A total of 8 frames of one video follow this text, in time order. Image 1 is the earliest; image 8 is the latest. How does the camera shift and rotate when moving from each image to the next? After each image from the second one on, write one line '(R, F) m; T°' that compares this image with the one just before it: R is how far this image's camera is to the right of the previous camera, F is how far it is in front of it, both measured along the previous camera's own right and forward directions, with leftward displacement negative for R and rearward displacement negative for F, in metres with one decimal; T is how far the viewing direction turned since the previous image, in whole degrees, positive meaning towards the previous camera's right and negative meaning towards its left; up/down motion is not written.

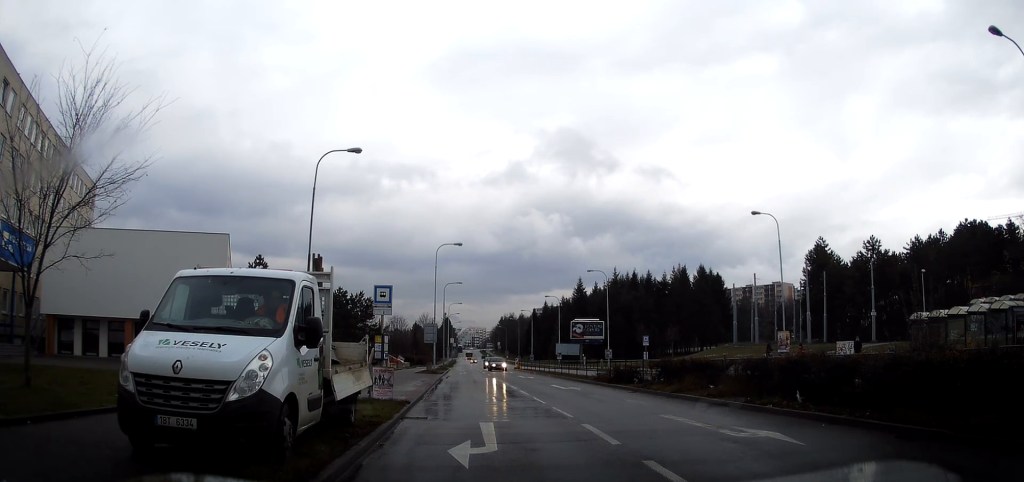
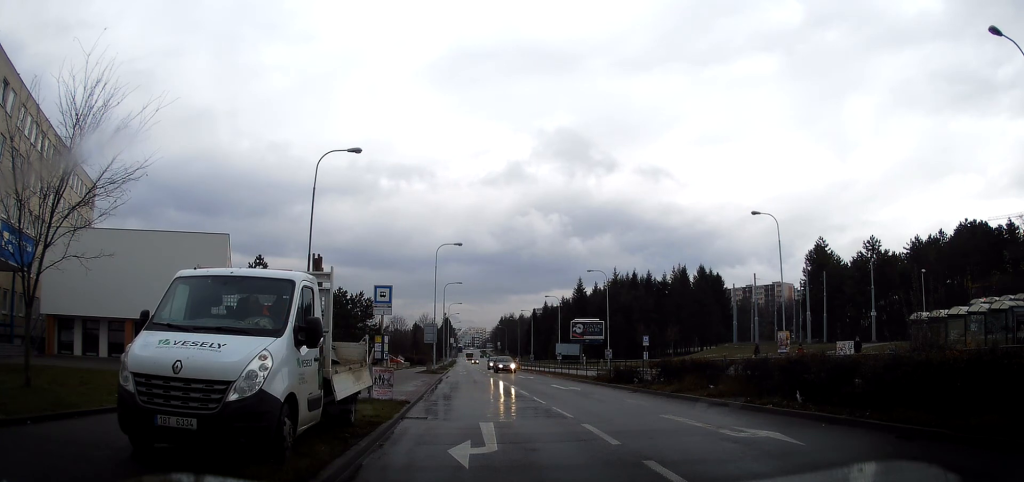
(0.0, 0.0) m; 0°
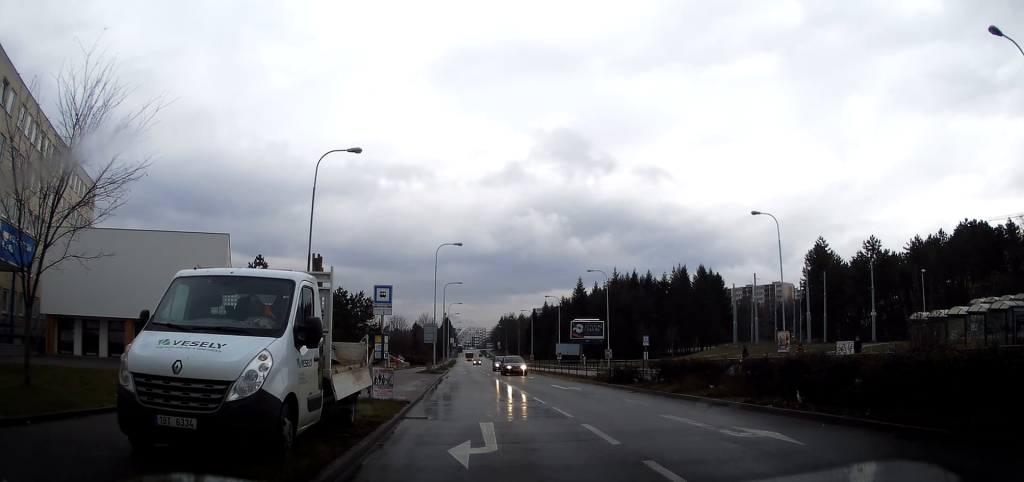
(0.0, 0.0) m; 0°
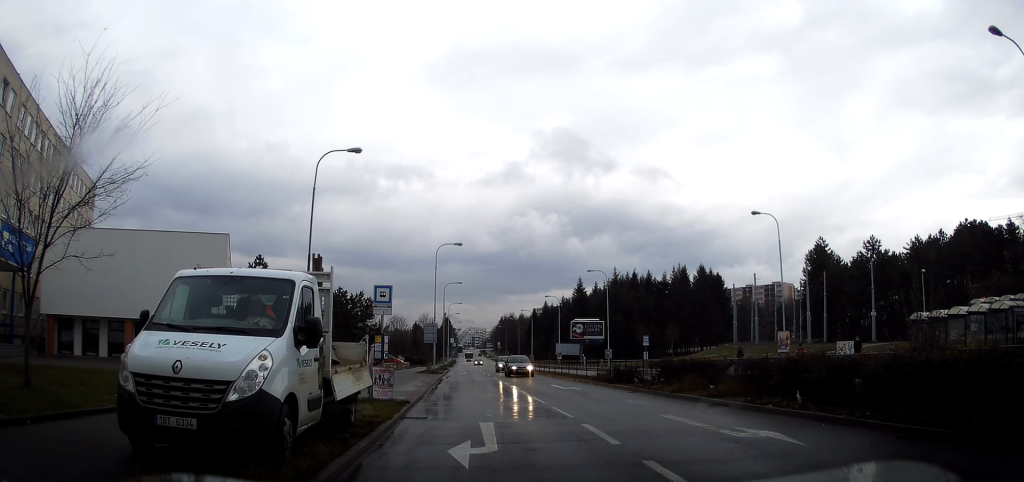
(0.0, 0.0) m; 0°
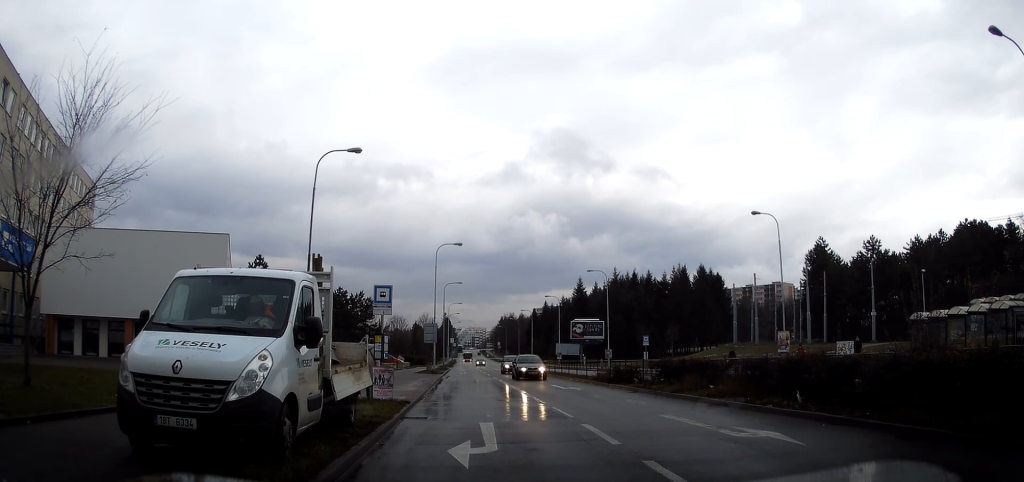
(0.0, 0.0) m; 0°
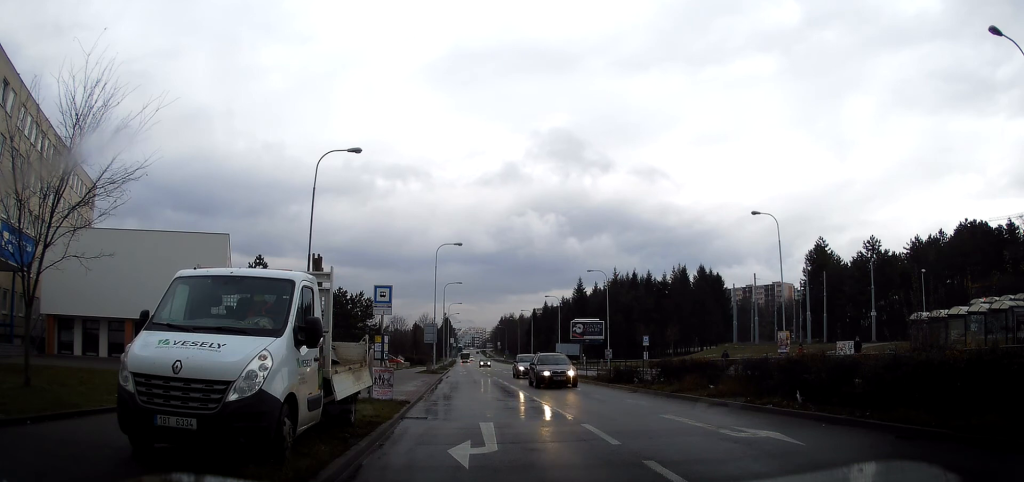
(0.0, 0.0) m; 0°
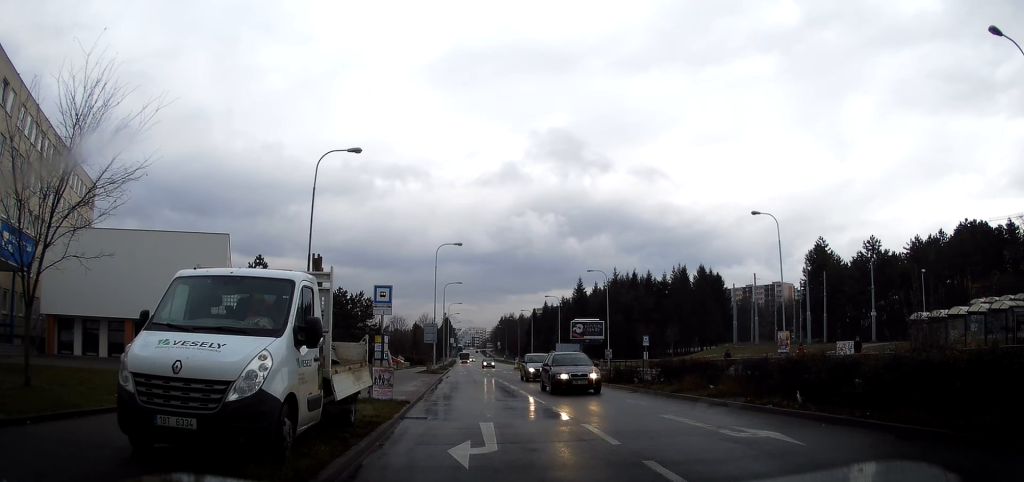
(0.0, 0.0) m; 0°
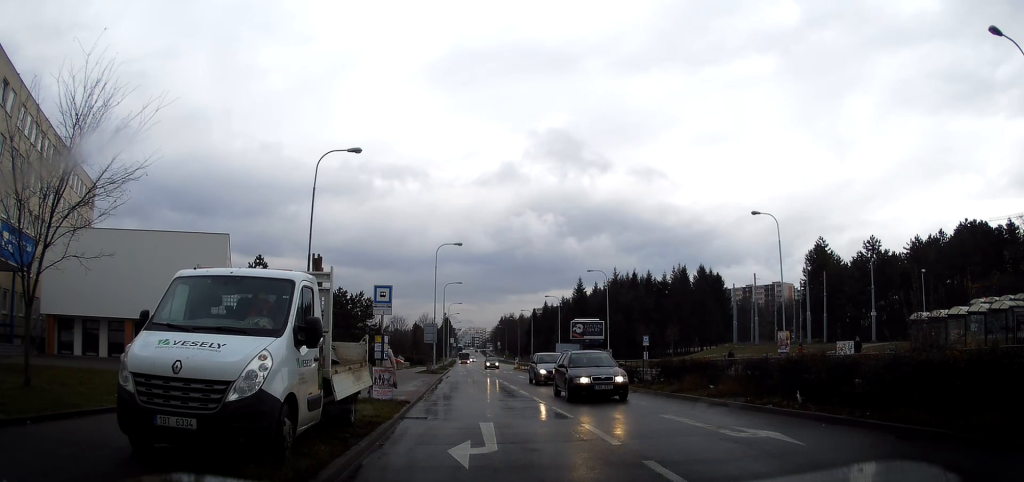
(0.0, 0.0) m; 0°
